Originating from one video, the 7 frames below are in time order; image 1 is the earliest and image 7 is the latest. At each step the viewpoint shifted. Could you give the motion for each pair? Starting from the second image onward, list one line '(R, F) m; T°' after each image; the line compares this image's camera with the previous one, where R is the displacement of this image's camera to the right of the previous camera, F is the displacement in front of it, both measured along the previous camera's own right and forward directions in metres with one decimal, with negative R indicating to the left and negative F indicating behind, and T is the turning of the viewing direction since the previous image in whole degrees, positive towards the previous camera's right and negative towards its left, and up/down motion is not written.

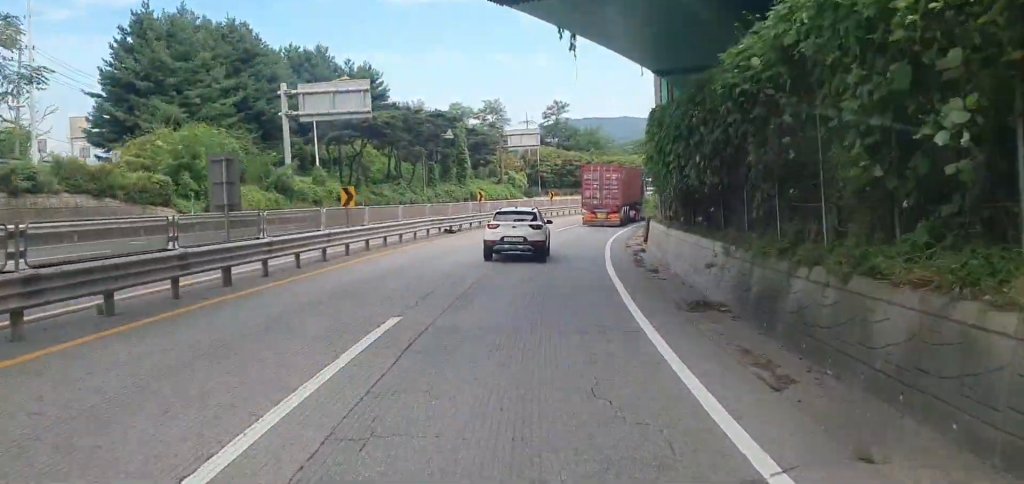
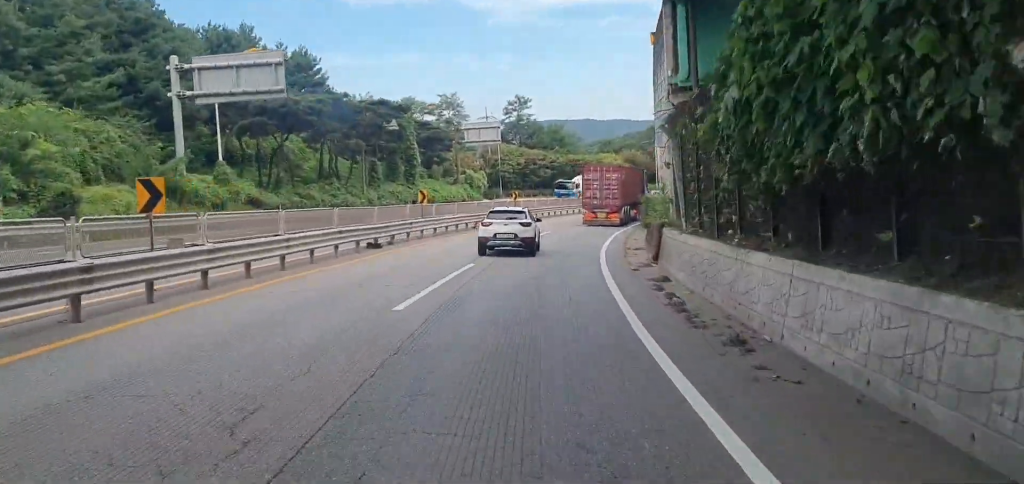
(+0.1, +10.4) m; +2°
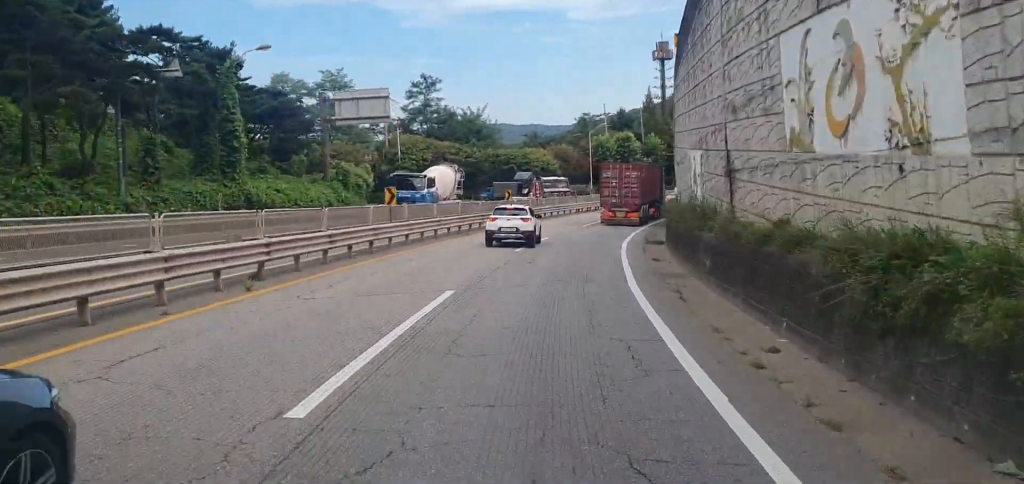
(+0.8, +25.4) m; +5°
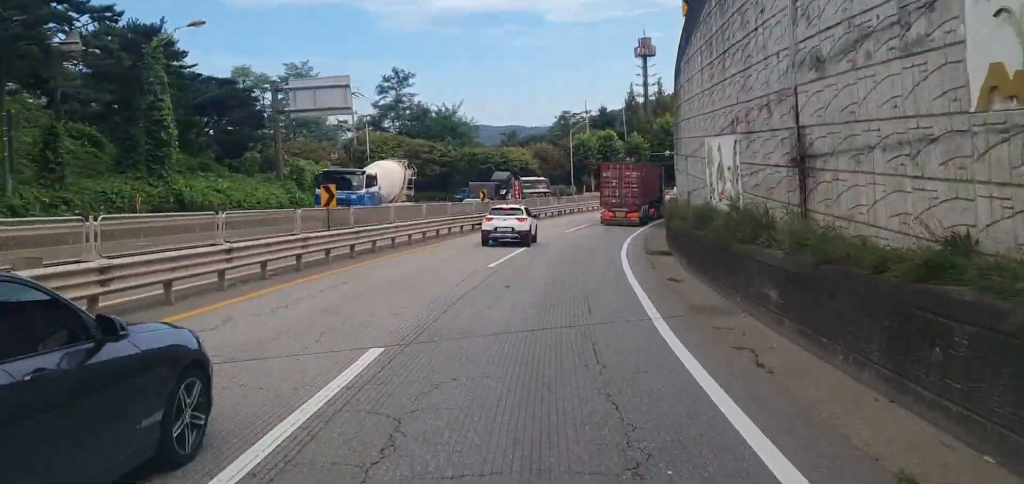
(-0.2, +5.5) m; +2°
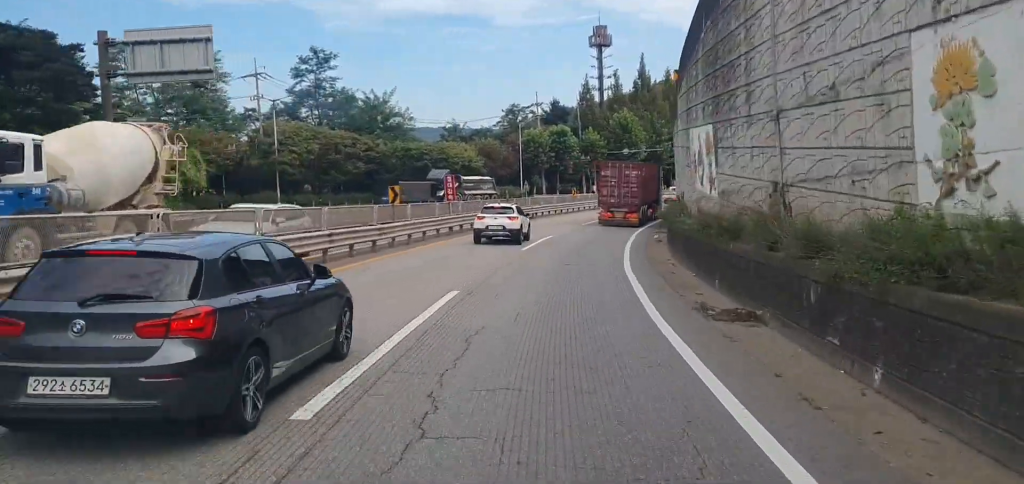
(+1.0, +13.9) m; +7°
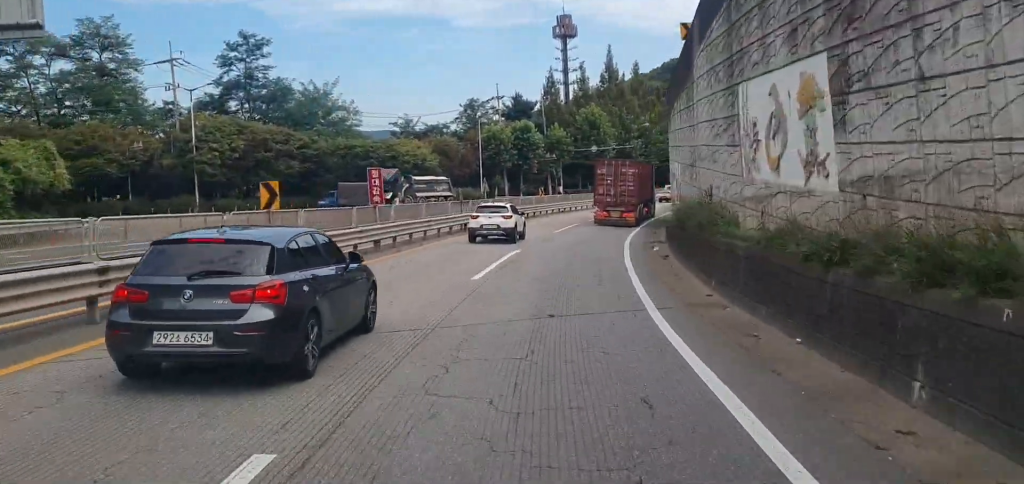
(+0.5, +9.5) m; +3°
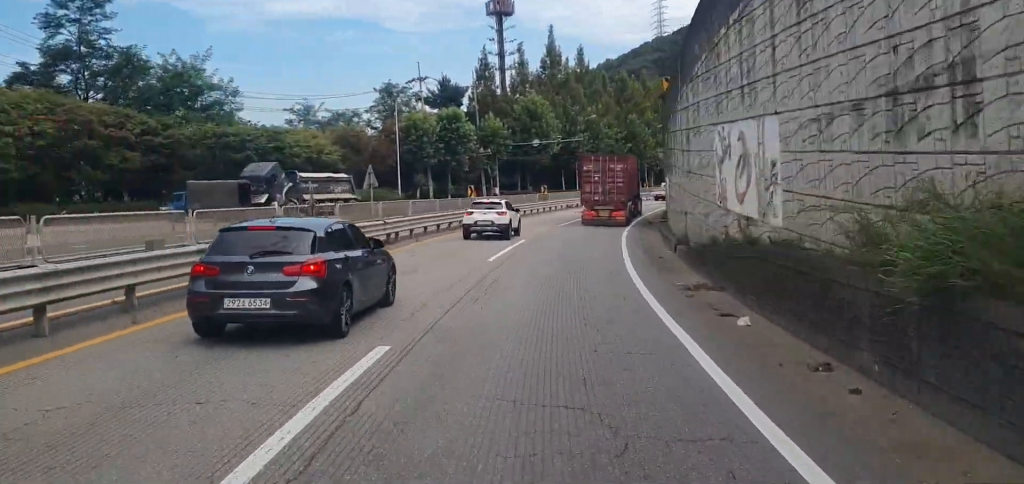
(+0.7, +16.8) m; +4°
